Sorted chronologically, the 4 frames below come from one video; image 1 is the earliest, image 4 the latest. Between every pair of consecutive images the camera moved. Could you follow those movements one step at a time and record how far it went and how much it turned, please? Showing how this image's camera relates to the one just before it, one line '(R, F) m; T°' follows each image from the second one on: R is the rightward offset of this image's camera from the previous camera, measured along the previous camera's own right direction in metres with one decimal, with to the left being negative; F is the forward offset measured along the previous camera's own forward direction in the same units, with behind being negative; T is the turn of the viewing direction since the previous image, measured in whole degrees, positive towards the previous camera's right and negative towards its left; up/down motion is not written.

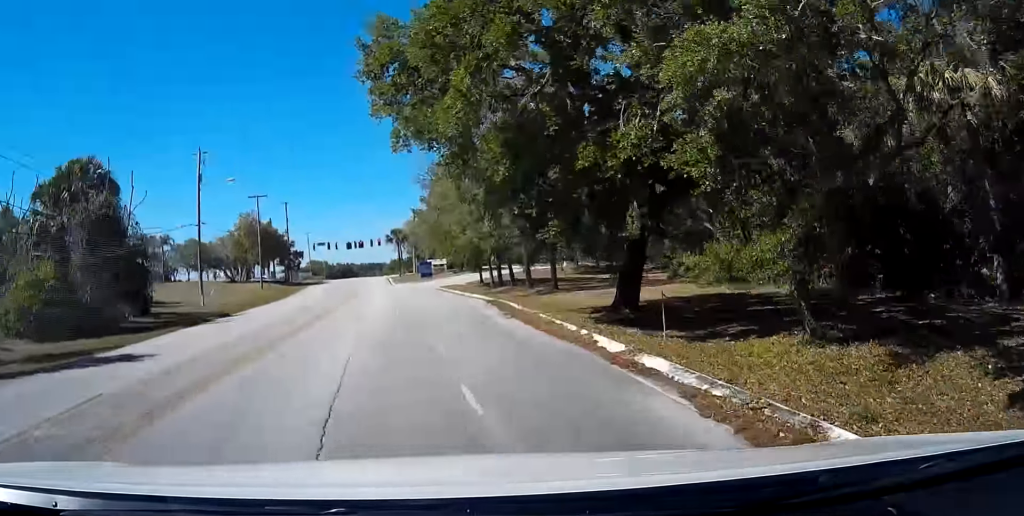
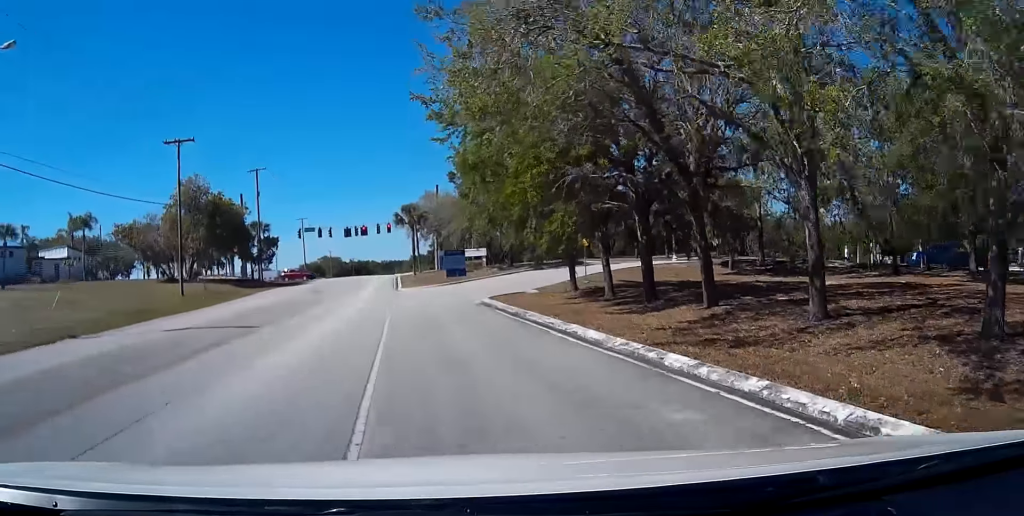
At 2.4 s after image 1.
(-0.4, +36.4) m; -1°
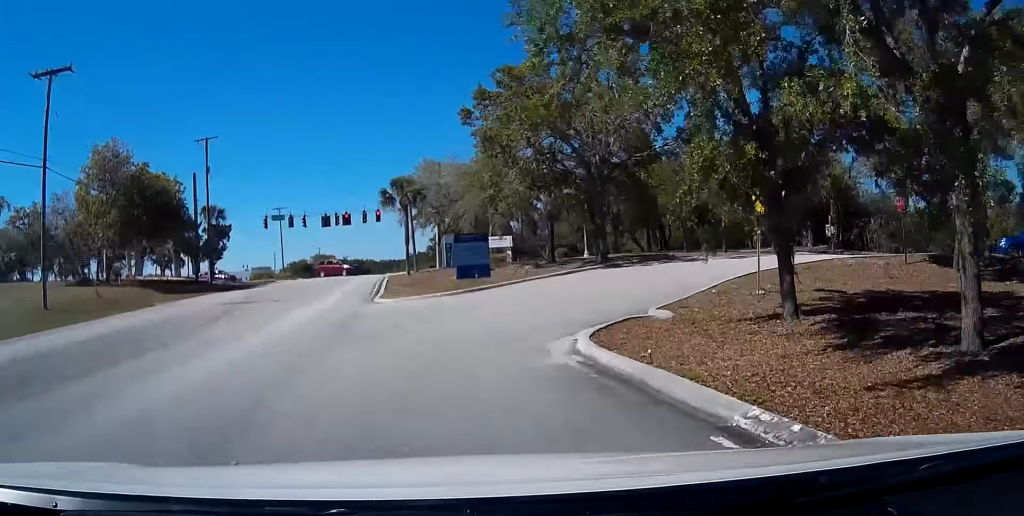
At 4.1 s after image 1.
(-0.1, +20.5) m; 0°
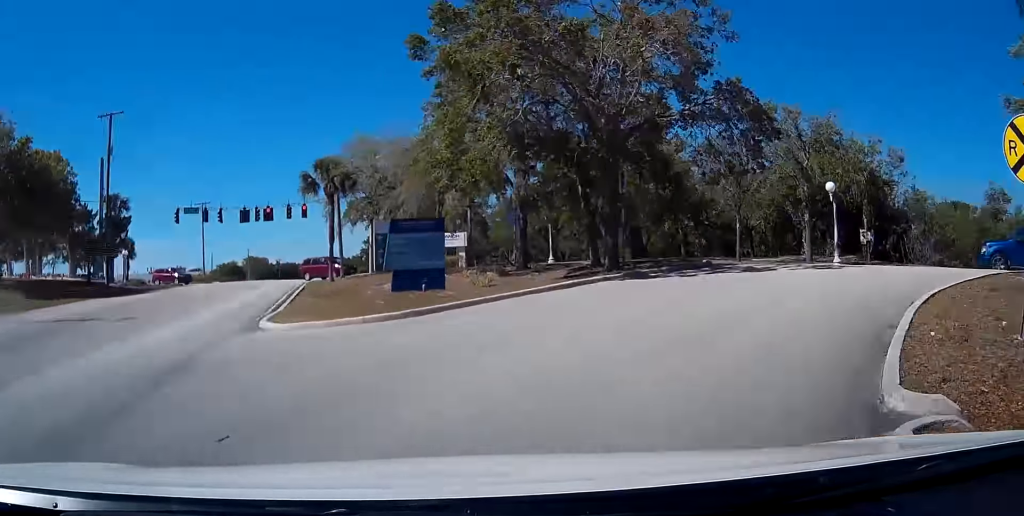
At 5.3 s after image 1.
(+0.4, +11.2) m; +9°
